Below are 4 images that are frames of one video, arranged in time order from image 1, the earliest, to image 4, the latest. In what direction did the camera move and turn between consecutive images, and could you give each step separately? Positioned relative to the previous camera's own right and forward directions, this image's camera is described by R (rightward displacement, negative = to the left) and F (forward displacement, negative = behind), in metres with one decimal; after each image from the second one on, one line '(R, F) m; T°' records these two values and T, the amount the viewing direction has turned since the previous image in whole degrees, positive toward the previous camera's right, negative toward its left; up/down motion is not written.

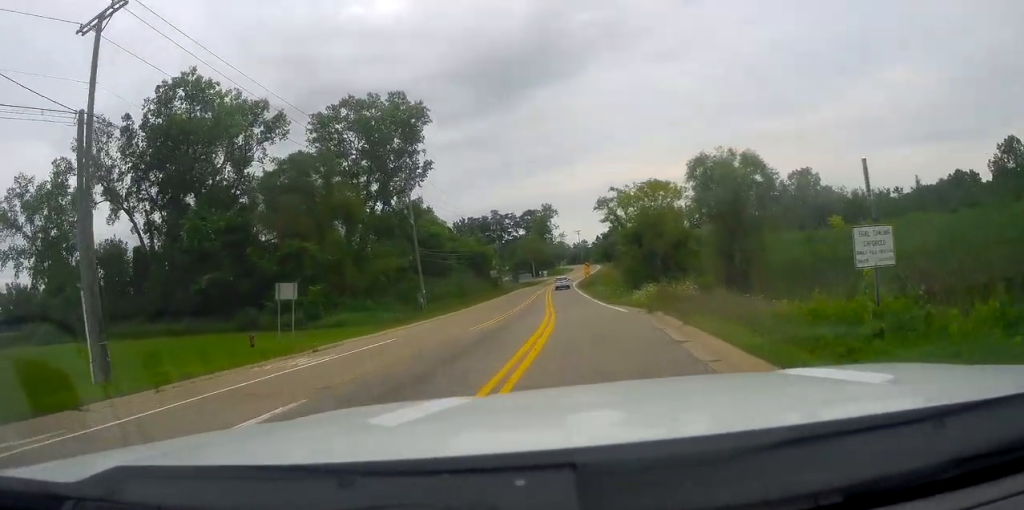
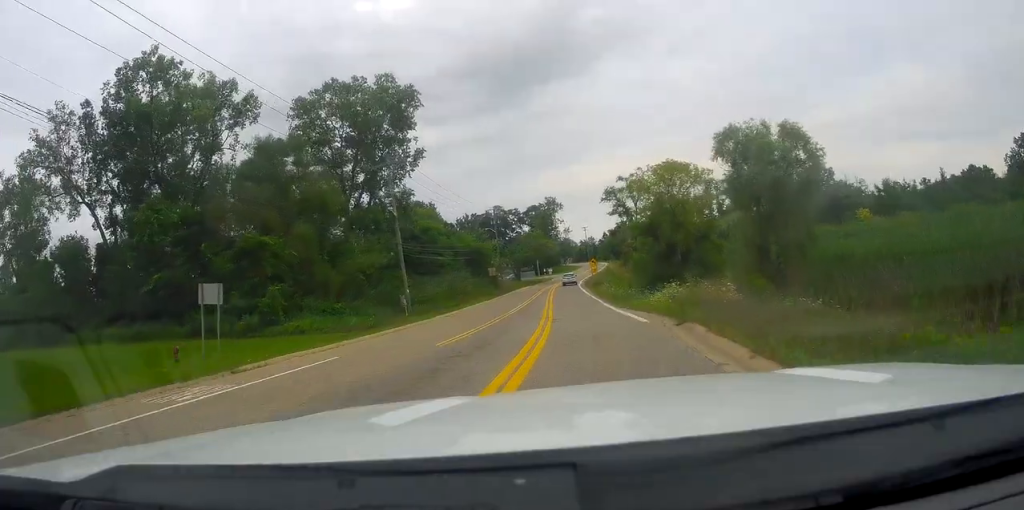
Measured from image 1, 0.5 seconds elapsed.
(+0.2, +5.9) m; -1°
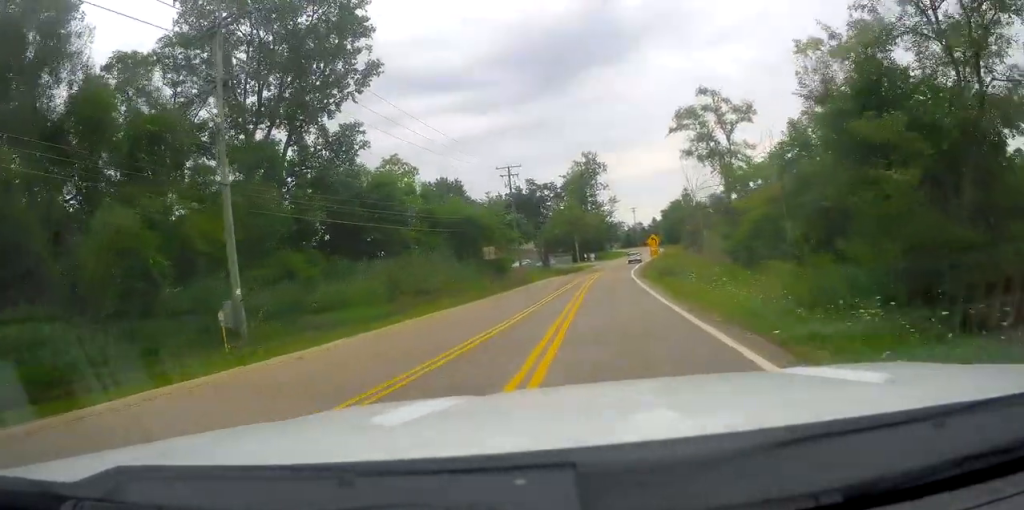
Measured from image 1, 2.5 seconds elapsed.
(-2.1, +25.8) m; -9°
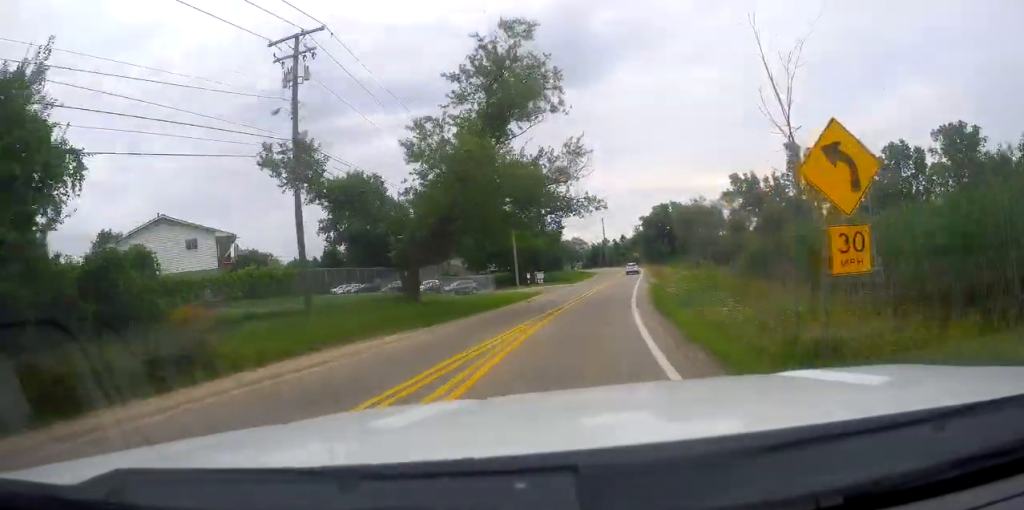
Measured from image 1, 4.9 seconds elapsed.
(-1.8, +41.9) m; -2°
